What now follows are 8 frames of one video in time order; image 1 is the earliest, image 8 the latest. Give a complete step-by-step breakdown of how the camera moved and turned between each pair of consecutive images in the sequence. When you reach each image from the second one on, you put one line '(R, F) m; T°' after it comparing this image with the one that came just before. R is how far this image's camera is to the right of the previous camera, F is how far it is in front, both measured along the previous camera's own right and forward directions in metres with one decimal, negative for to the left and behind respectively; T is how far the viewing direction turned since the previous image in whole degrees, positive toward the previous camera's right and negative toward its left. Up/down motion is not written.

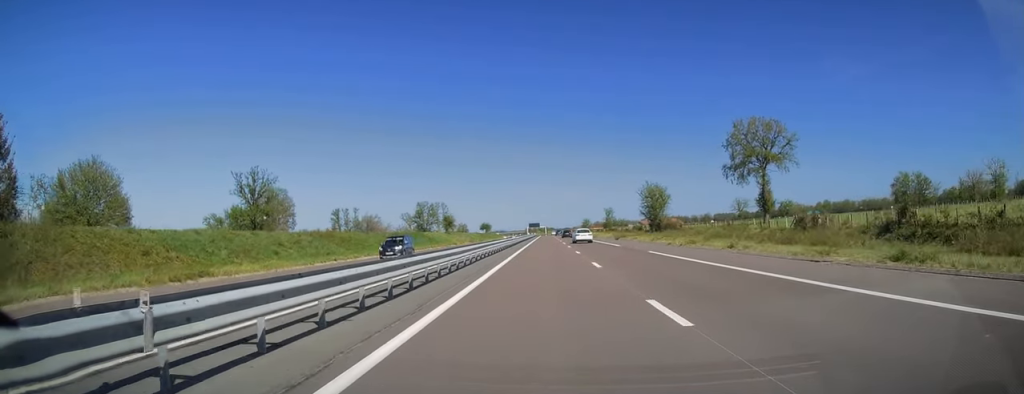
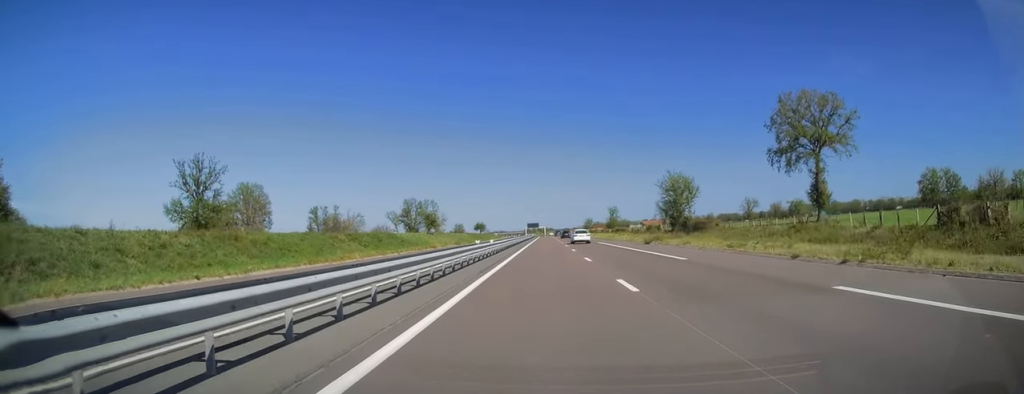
(+0.1, +21.1) m; -1°
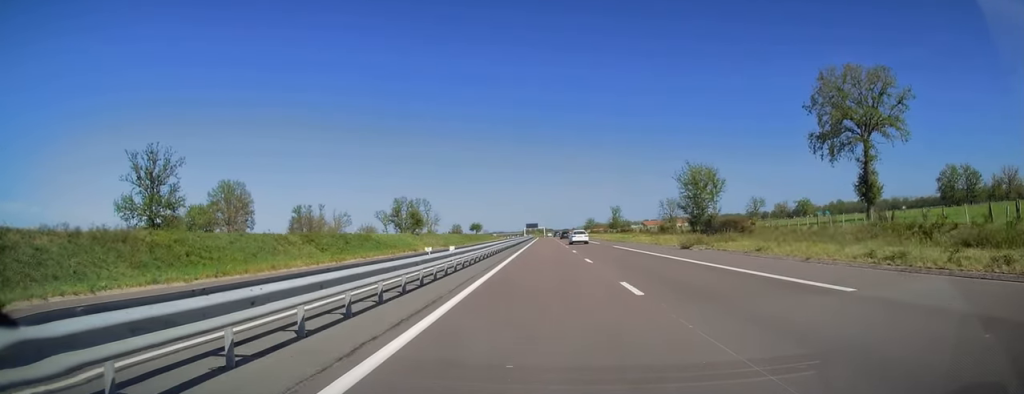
(0.0, +13.6) m; 0°
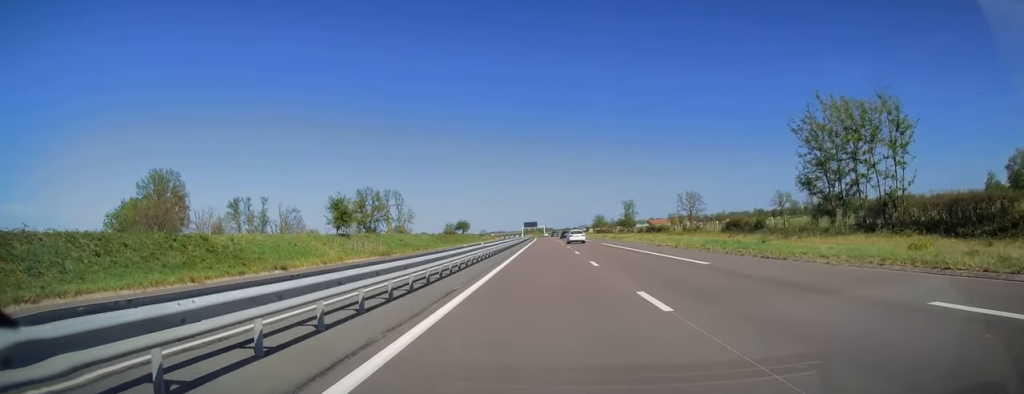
(-0.2, +41.2) m; 0°
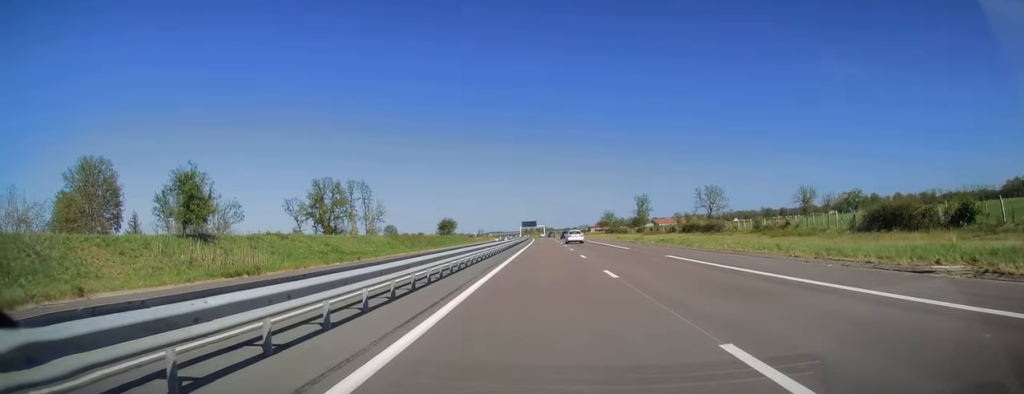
(+0.2, +31.8) m; 0°
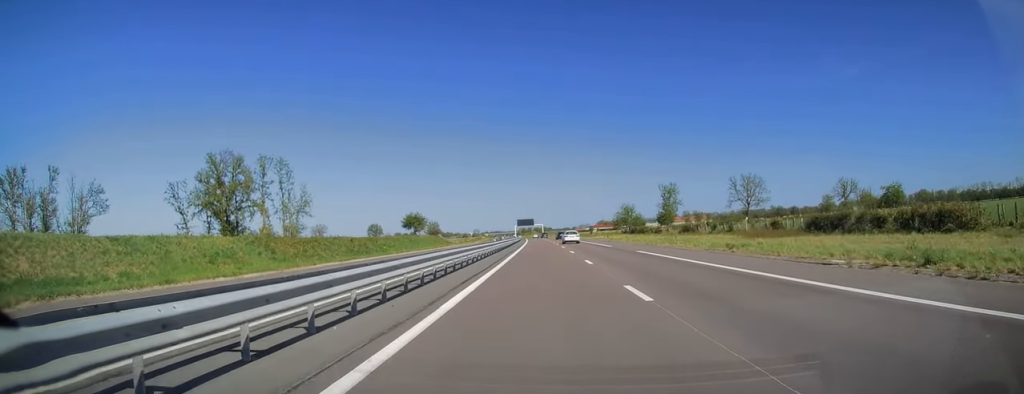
(0.0, +44.5) m; 0°
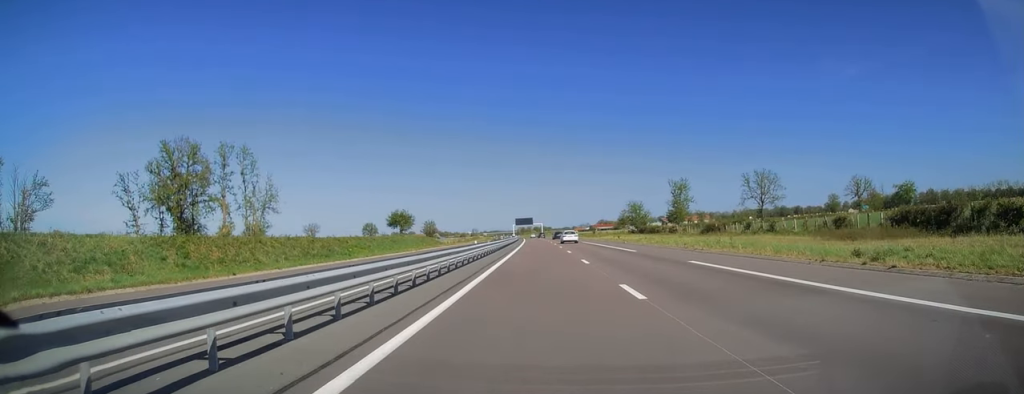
(0.0, +12.6) m; 0°
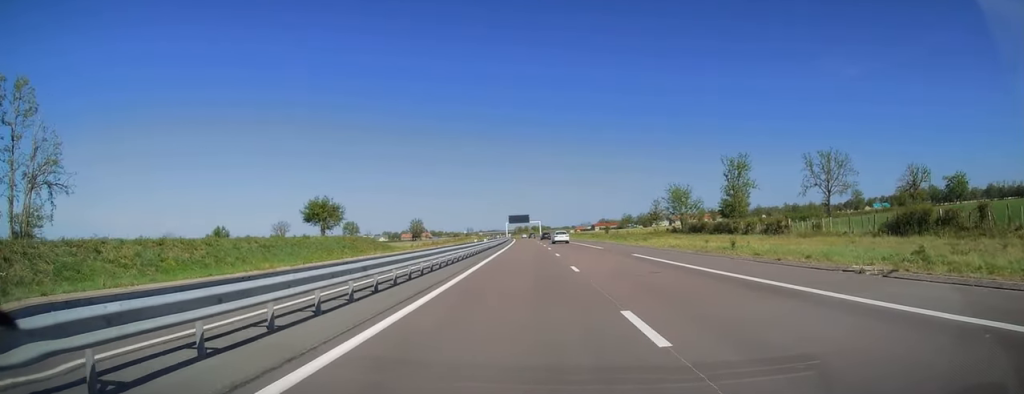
(+0.1, +43.4) m; 0°
